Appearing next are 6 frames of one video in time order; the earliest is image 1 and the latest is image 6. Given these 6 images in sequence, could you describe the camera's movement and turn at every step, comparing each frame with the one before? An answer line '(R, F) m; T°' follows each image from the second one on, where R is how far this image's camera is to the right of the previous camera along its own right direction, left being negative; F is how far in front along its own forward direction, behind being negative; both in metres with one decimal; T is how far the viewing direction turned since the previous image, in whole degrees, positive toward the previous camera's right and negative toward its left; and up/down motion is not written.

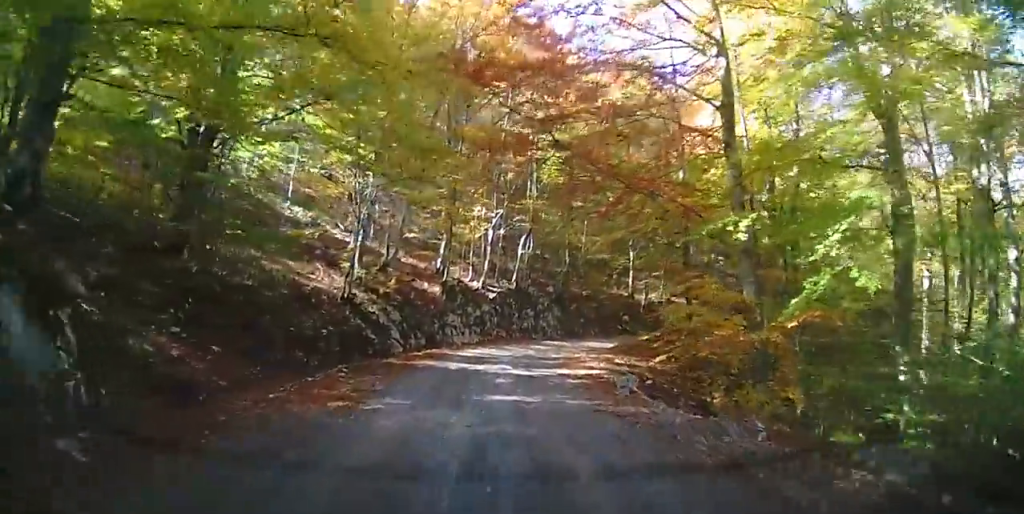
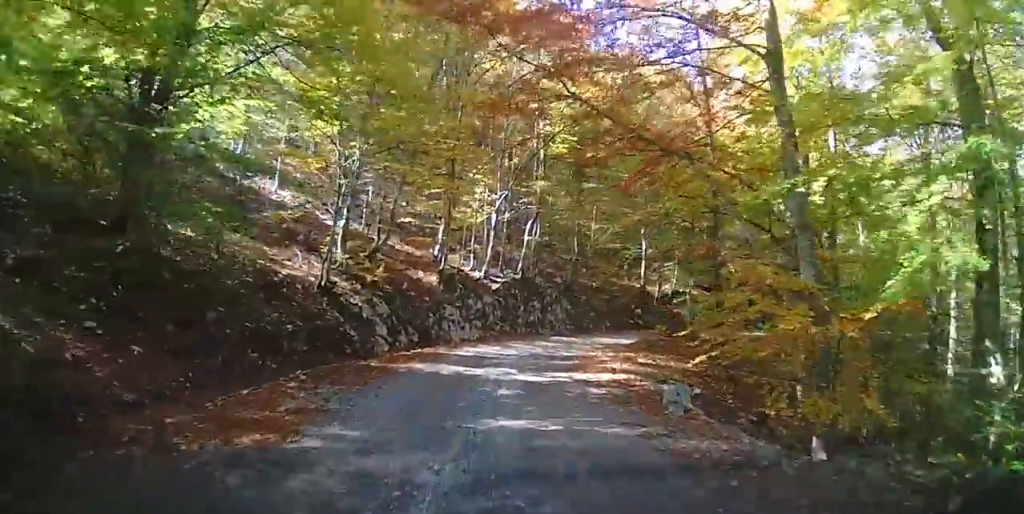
(-0.1, +3.4) m; -2°
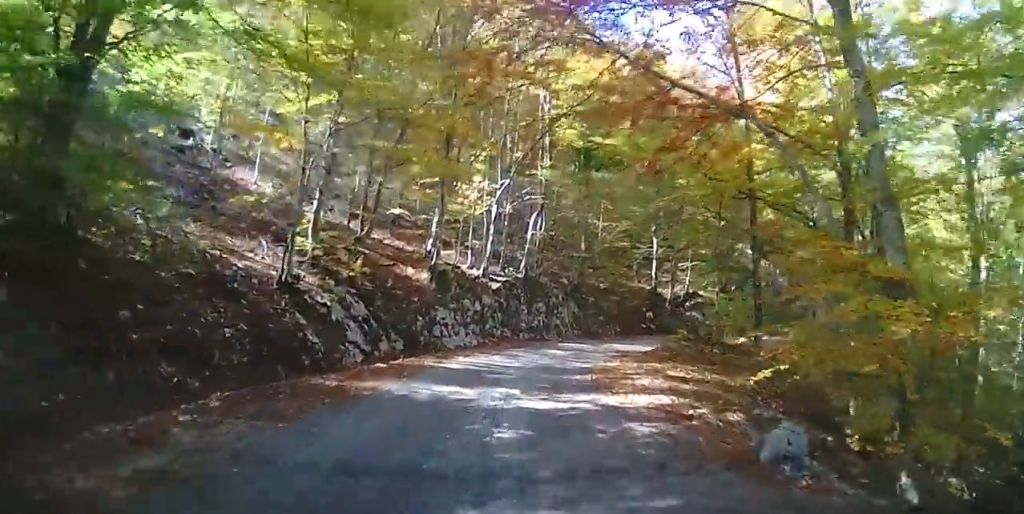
(-0.1, +3.6) m; 0°
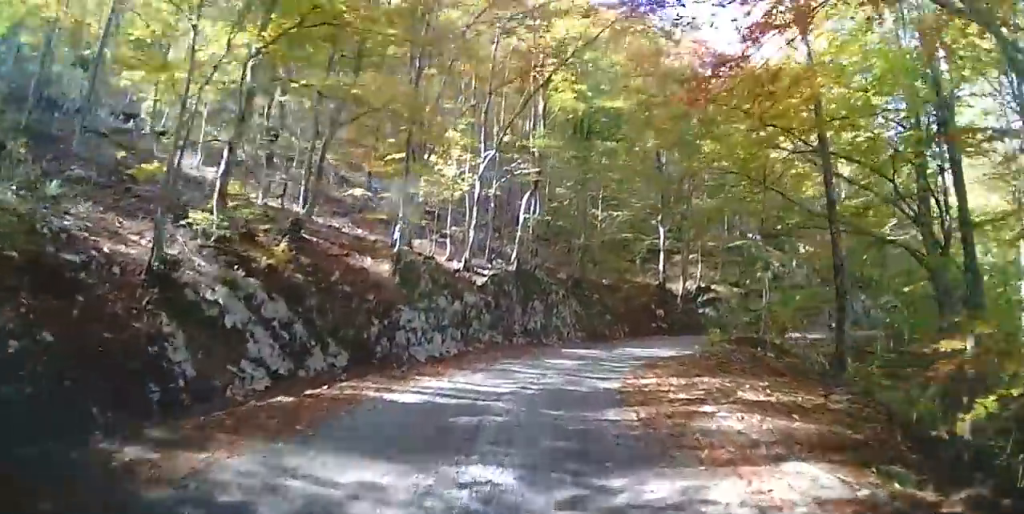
(-0.2, +5.8) m; +3°
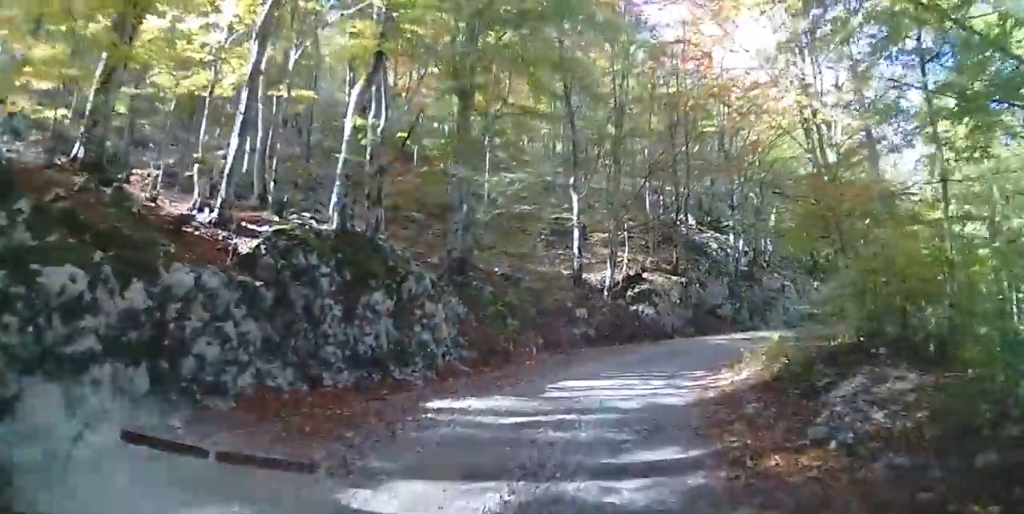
(+1.7, +13.0) m; +15°
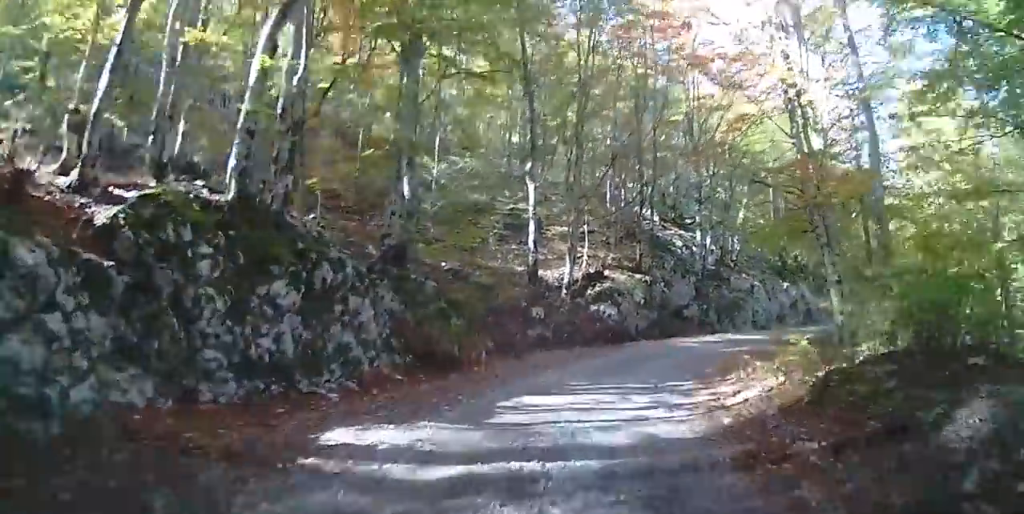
(+0.2, +2.7) m; +3°
